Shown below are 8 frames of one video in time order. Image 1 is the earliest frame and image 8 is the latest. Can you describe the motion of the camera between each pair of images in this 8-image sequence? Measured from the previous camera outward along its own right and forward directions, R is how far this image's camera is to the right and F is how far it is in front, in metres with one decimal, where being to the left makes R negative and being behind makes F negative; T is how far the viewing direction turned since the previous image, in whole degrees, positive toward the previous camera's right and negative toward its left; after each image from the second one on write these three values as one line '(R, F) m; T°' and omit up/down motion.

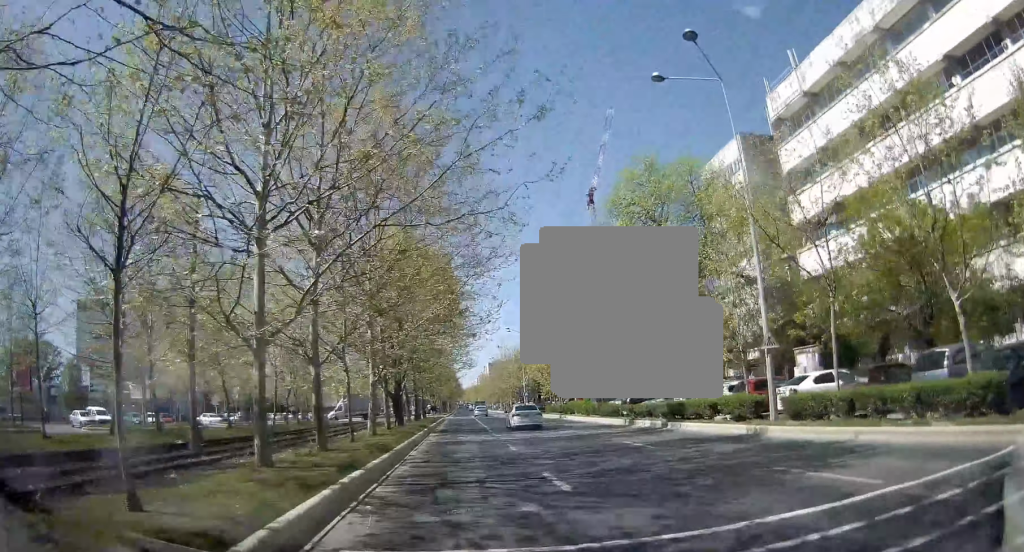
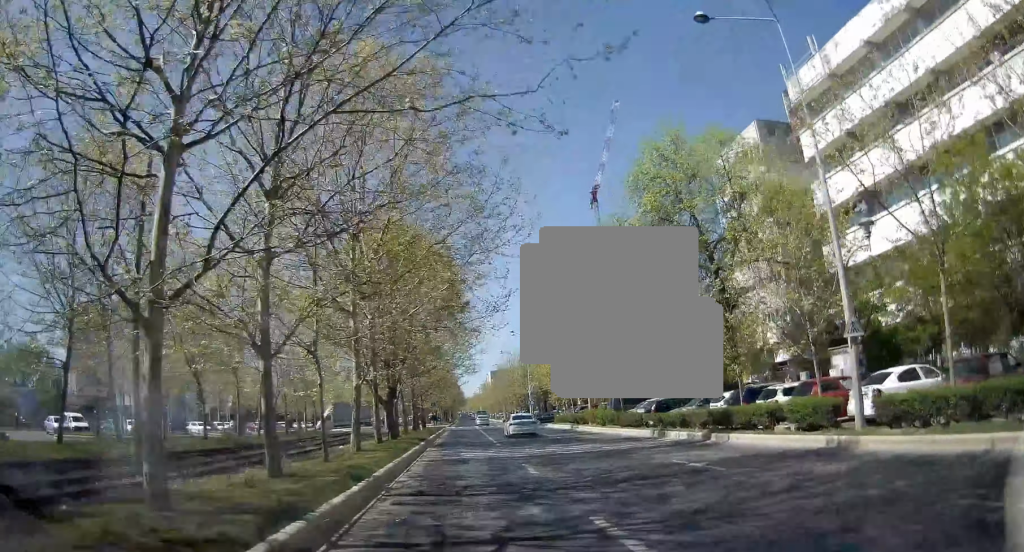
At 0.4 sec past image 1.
(-0.1, +4.4) m; -1°
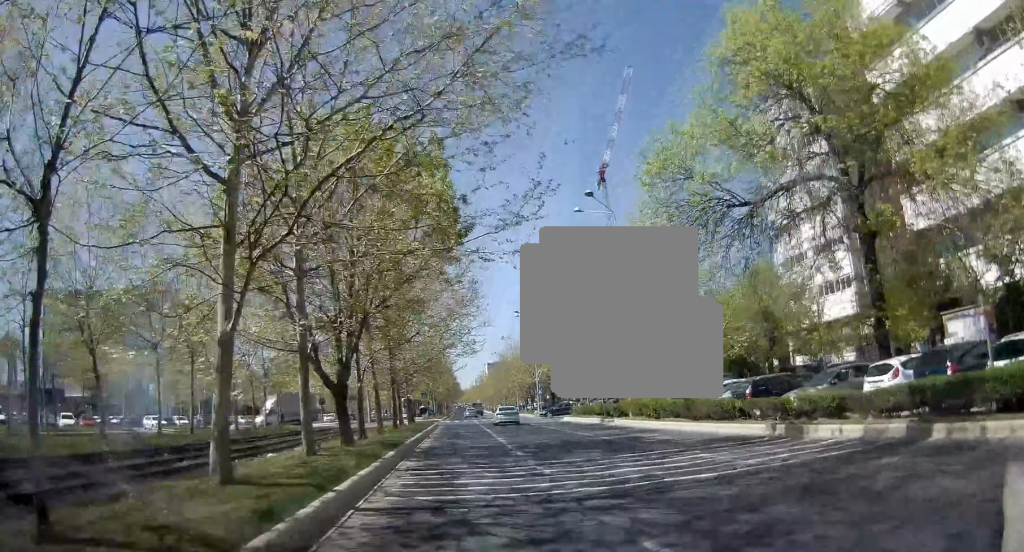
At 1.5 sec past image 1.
(-0.1, +11.6) m; +1°
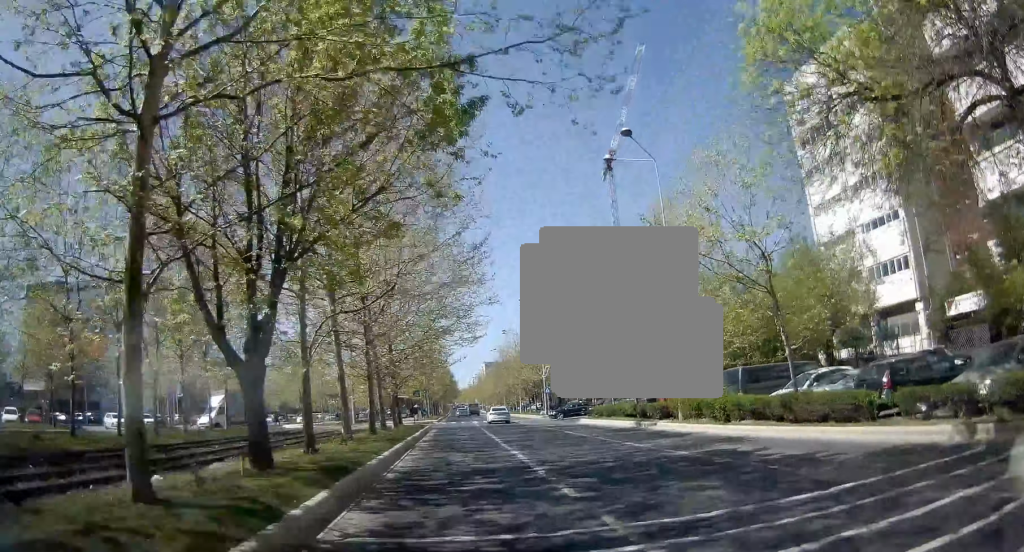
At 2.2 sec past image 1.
(+0.1, +7.9) m; +2°
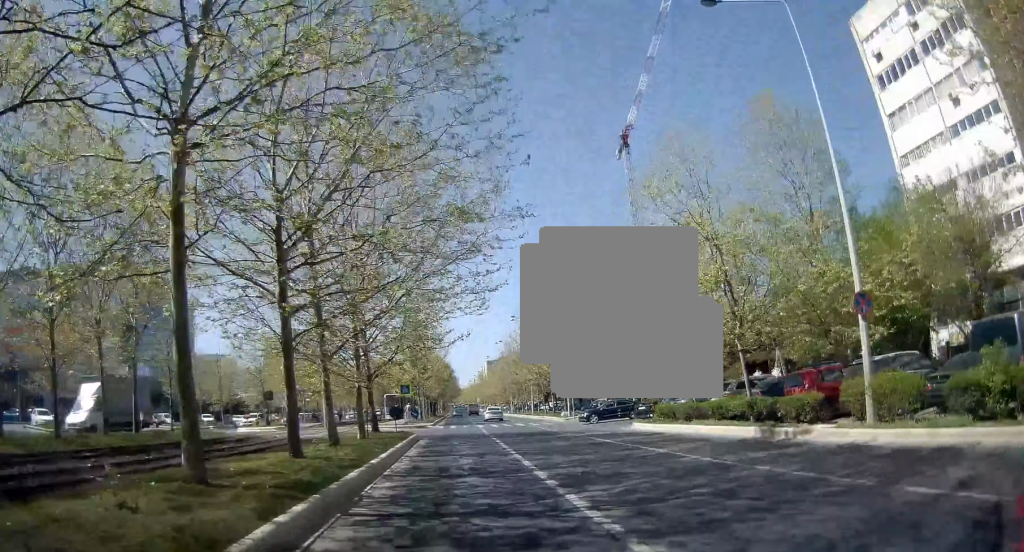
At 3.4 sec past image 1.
(+0.3, +12.8) m; 0°
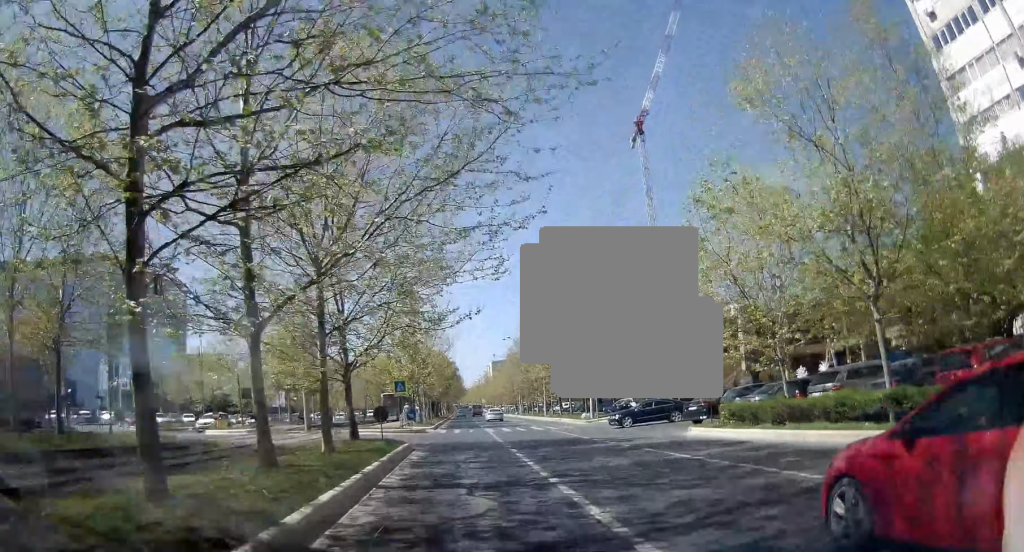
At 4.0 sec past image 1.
(0.0, +7.0) m; -2°
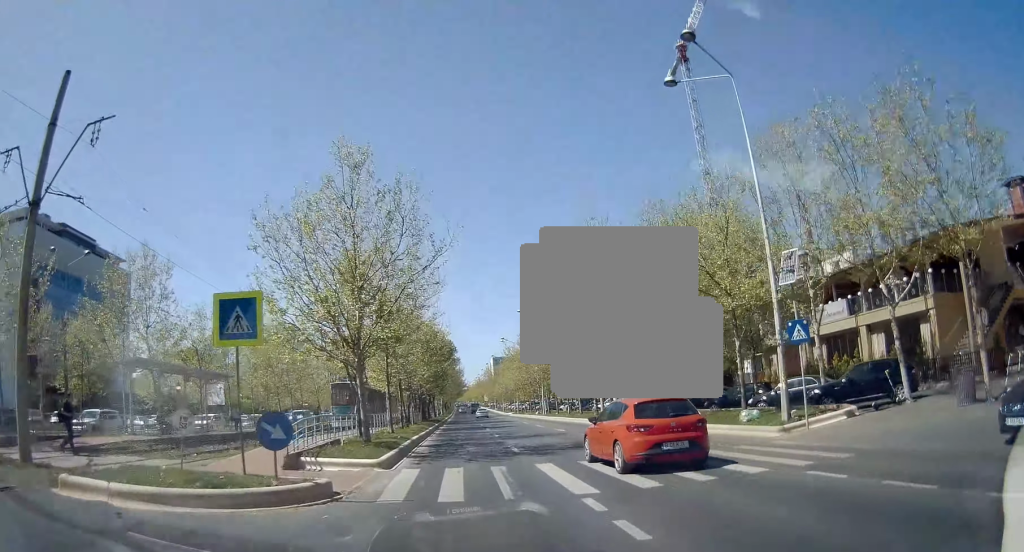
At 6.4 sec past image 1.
(+0.4, +26.4) m; +4°
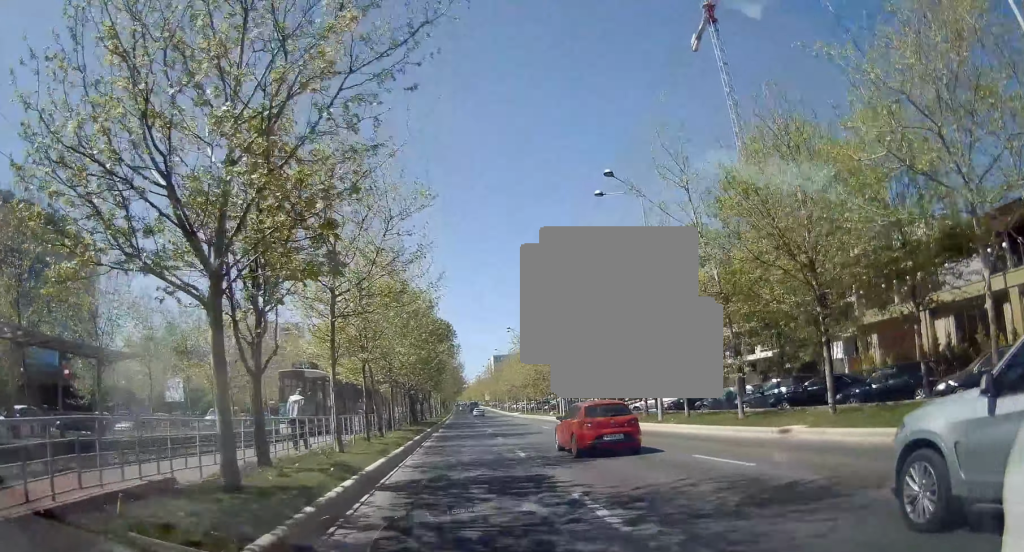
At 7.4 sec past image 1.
(-0.1, +11.7) m; -1°
